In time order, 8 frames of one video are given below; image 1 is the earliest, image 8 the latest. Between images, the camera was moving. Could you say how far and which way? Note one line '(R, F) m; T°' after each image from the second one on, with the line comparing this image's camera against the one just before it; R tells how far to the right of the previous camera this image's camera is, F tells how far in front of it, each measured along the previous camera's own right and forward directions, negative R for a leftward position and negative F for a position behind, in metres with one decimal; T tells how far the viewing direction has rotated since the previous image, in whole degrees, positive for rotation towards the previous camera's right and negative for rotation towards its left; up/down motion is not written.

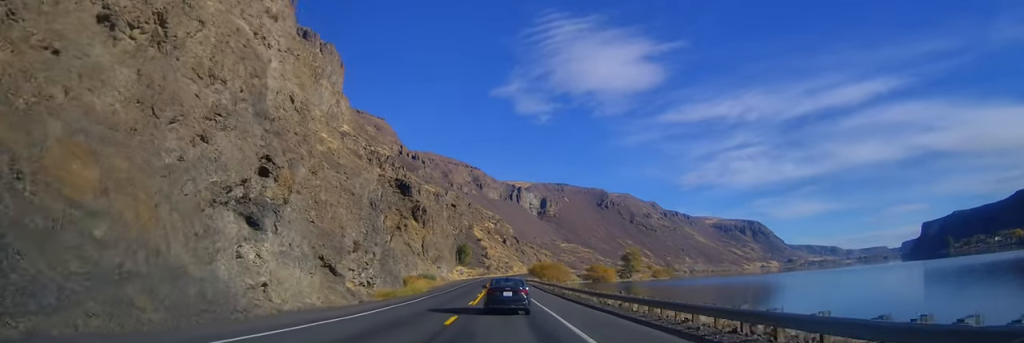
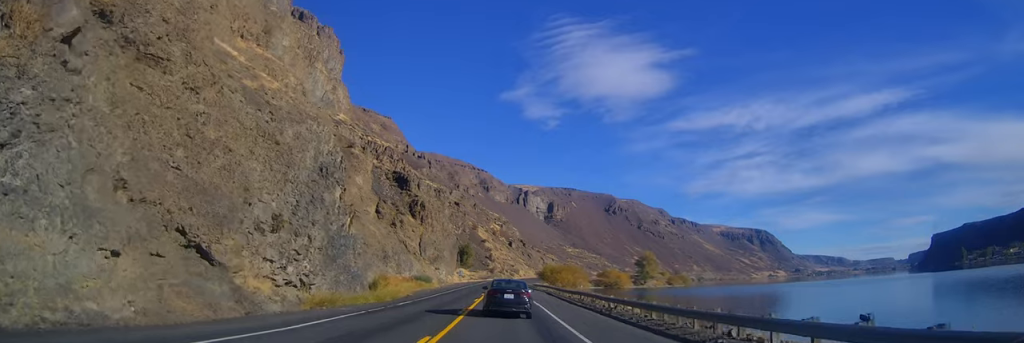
(+0.1, +20.0) m; 0°
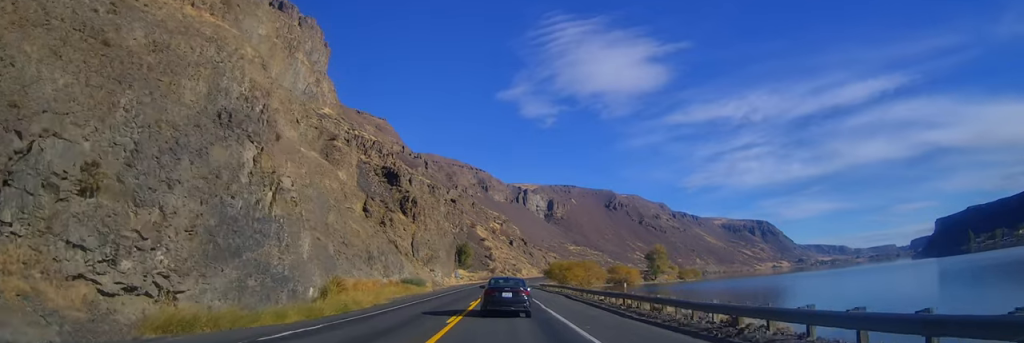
(-0.1, +16.7) m; -2°
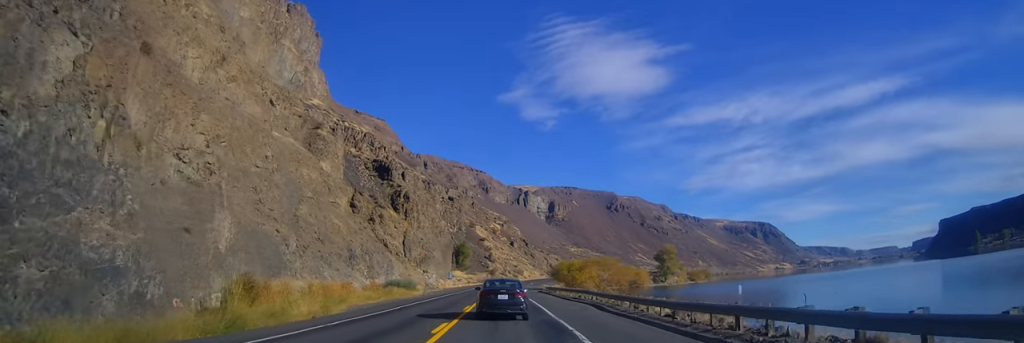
(-0.3, +15.1) m; +1°
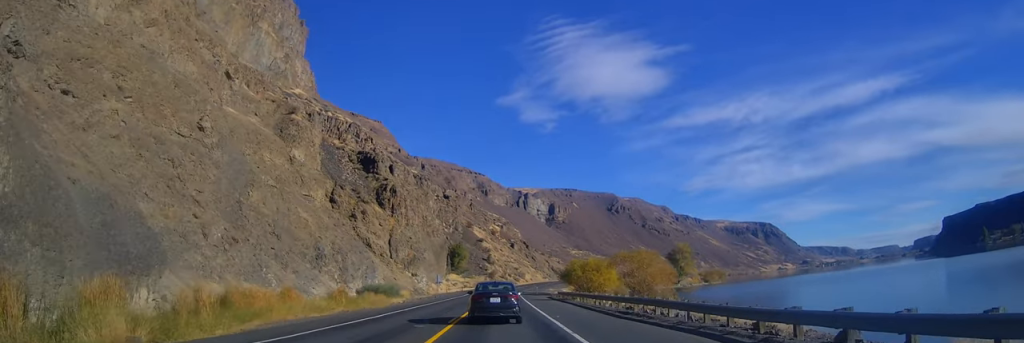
(+0.5, +18.6) m; +1°
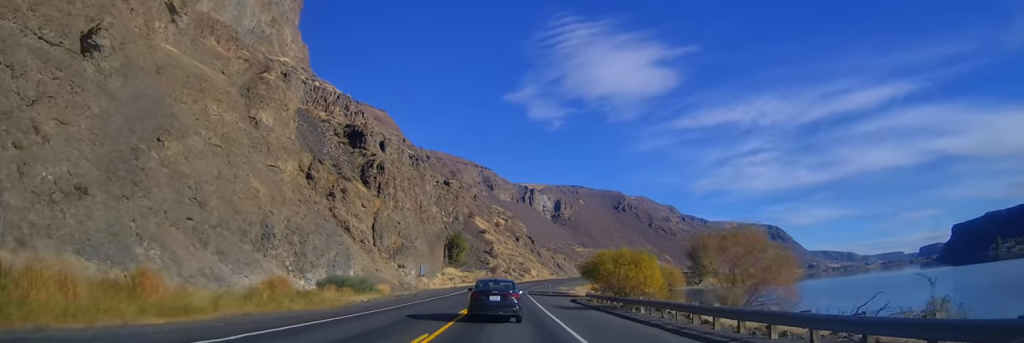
(-0.4, +21.4) m; 0°
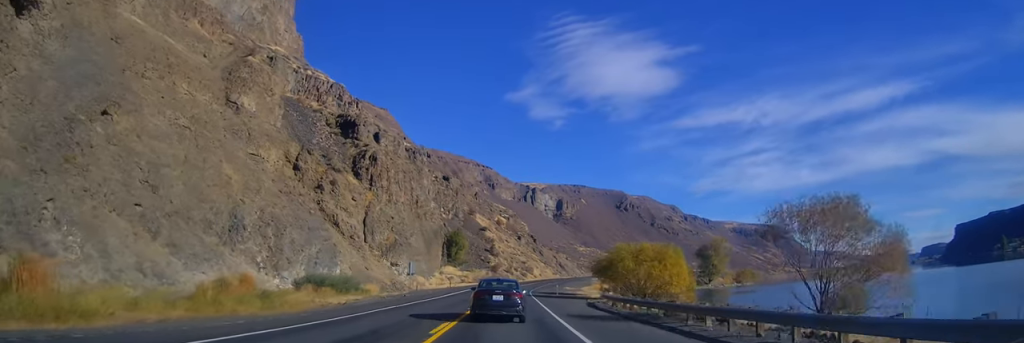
(0.0, +8.4) m; 0°
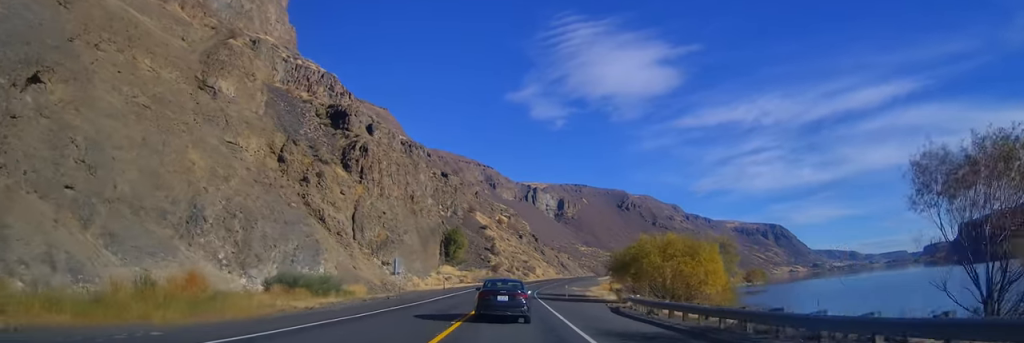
(+0.4, +8.4) m; +1°
